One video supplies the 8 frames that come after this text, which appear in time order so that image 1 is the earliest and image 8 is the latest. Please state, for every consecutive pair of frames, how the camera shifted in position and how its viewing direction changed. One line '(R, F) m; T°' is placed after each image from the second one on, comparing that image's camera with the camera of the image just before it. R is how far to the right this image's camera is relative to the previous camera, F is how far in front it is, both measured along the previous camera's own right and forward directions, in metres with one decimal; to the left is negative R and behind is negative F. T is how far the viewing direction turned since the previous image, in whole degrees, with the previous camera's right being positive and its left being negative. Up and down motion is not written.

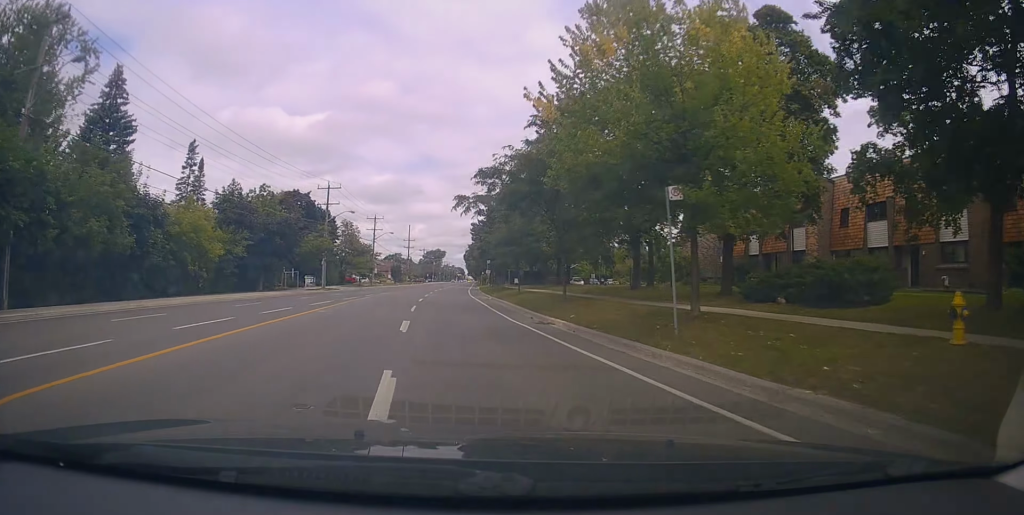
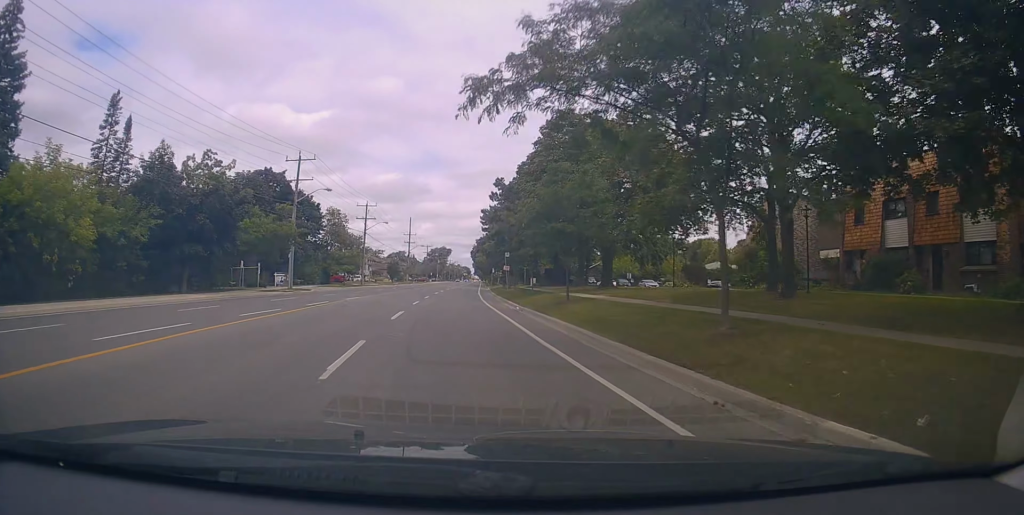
(0.0, +14.9) m; 0°
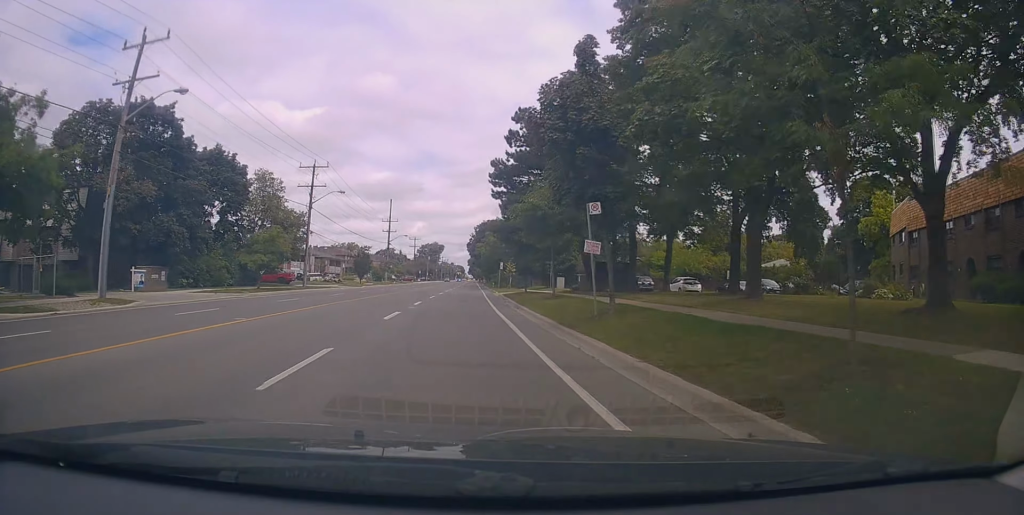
(-0.1, +27.9) m; 0°
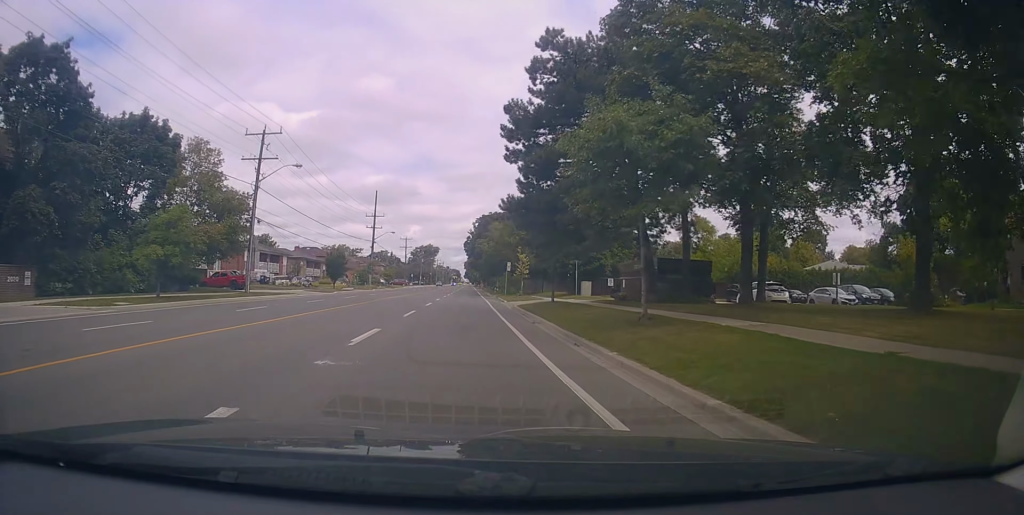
(0.0, +14.0) m; 0°
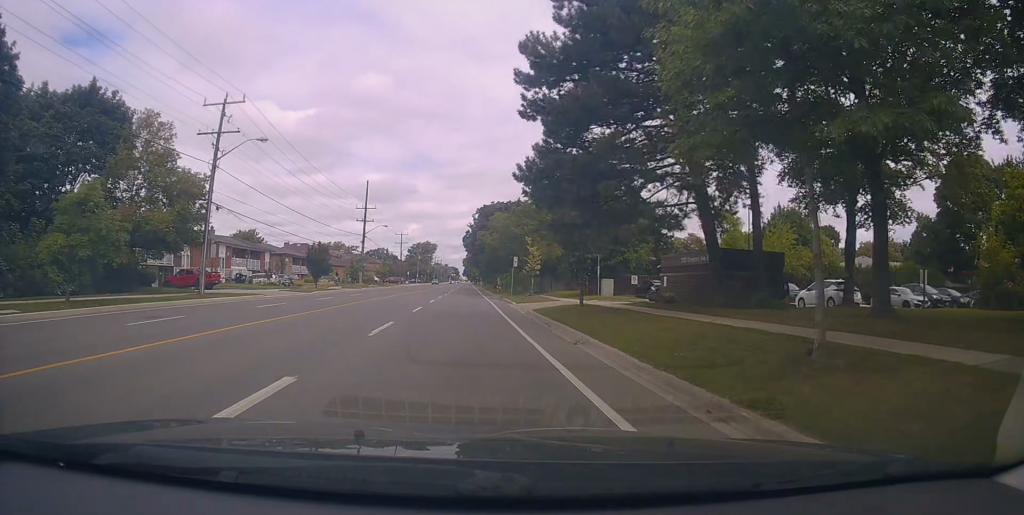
(+0.3, +7.3) m; 0°
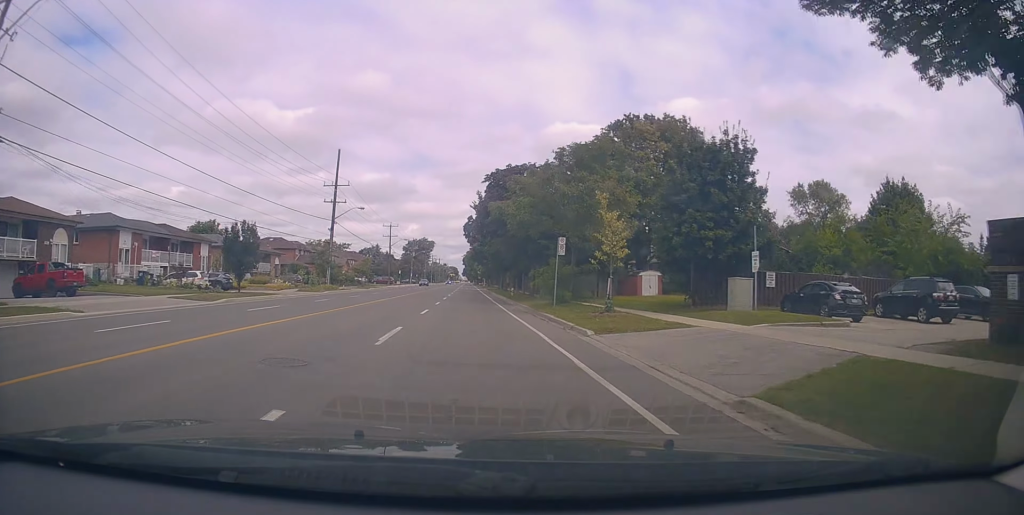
(-0.3, +19.8) m; +1°
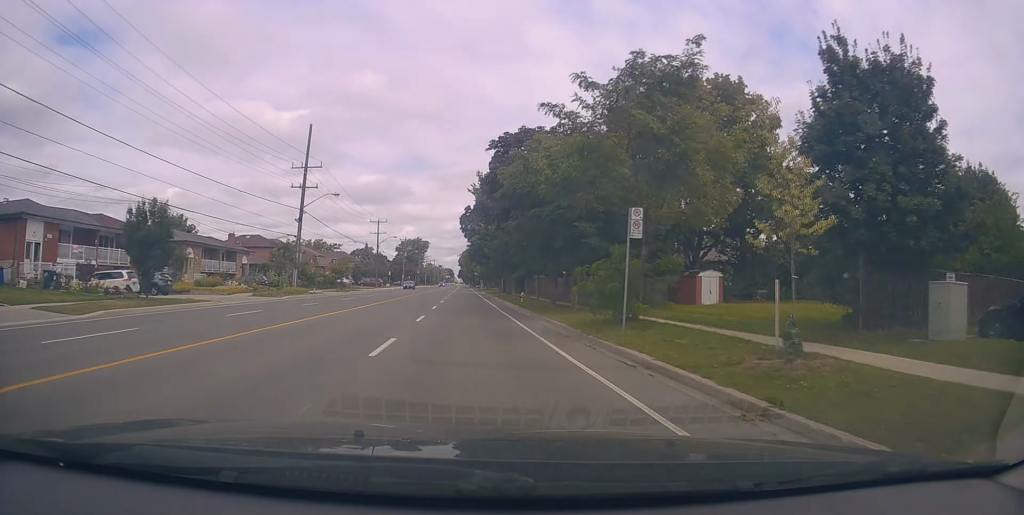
(+0.6, +11.0) m; 0°
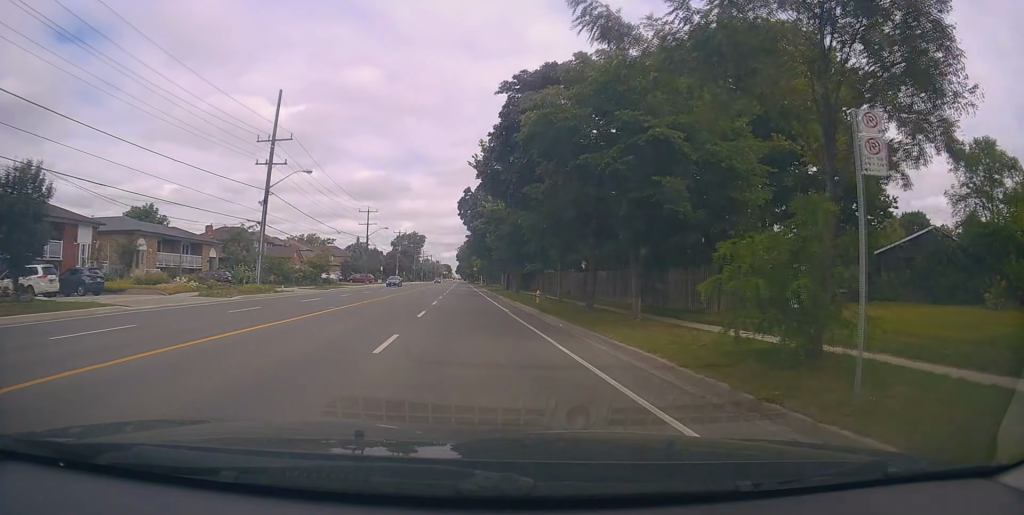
(-0.2, +9.0) m; 0°
